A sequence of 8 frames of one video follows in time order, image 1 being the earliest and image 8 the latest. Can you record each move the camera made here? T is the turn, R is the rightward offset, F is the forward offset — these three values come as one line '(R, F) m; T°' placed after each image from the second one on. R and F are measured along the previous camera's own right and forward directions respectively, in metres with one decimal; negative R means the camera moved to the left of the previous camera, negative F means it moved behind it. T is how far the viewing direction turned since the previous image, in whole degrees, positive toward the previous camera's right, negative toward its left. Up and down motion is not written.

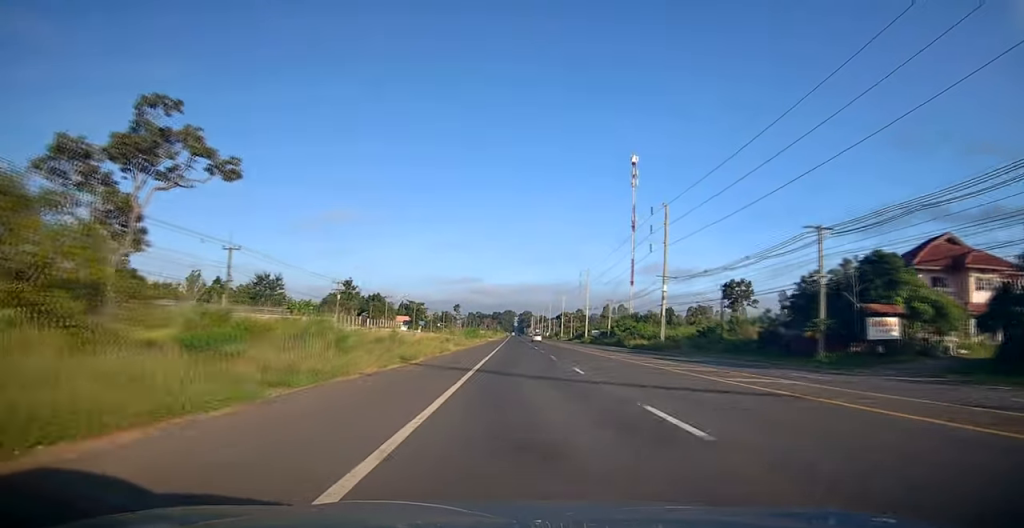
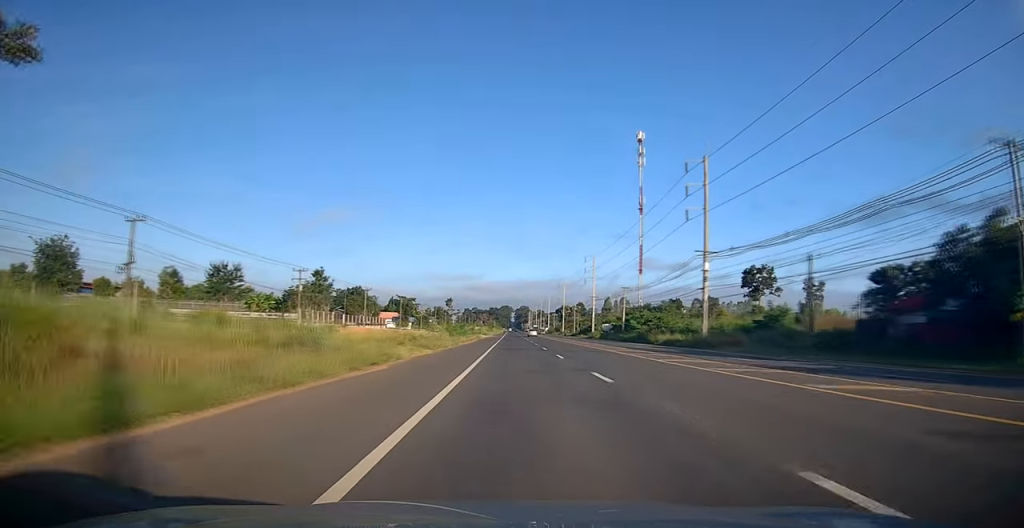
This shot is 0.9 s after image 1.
(-0.5, +17.4) m; 0°
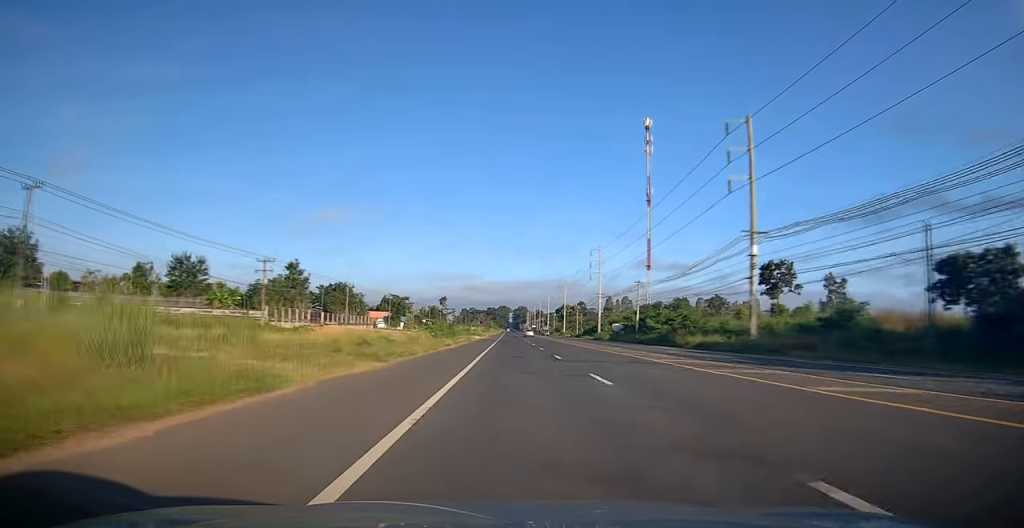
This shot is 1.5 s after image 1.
(+0.1, +12.2) m; 0°
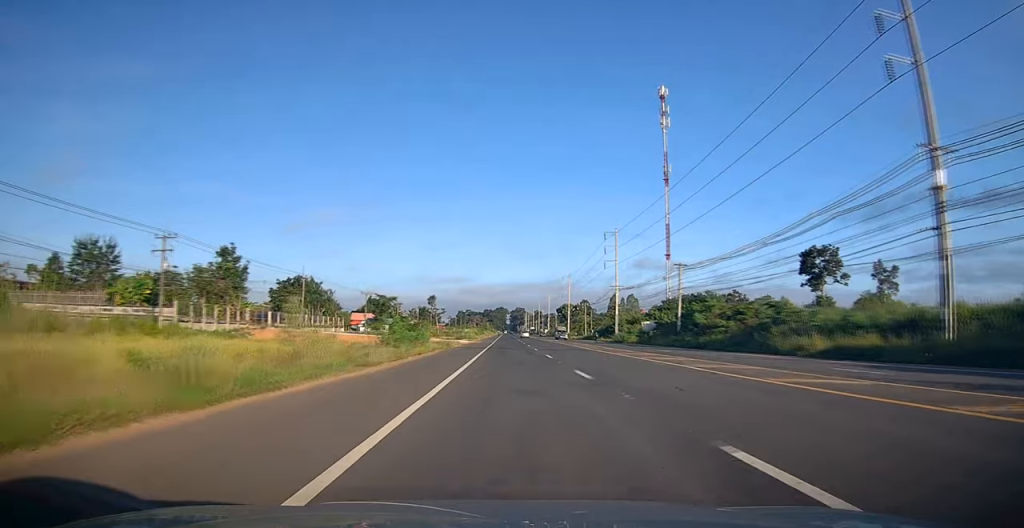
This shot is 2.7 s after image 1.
(0.0, +22.5) m; 0°
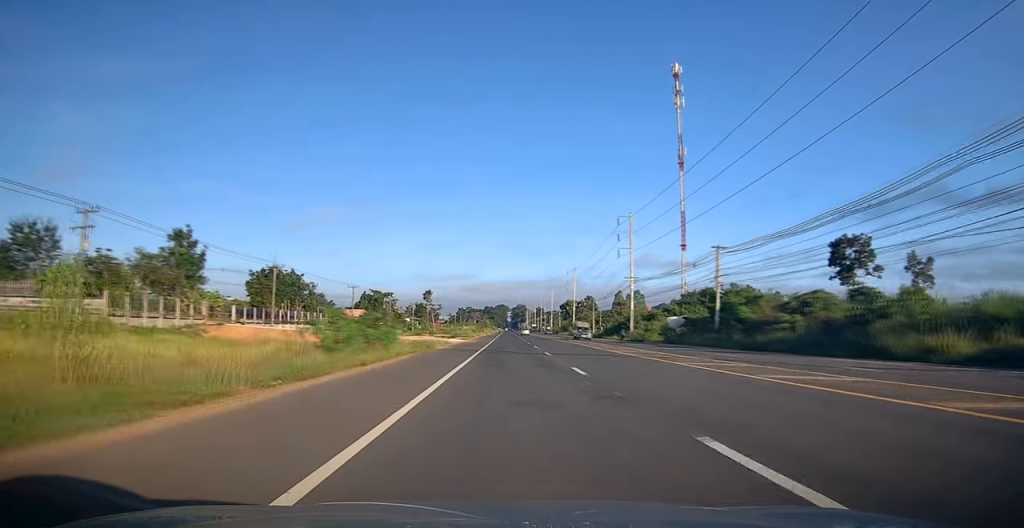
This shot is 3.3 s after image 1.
(-0.2, +11.6) m; 0°
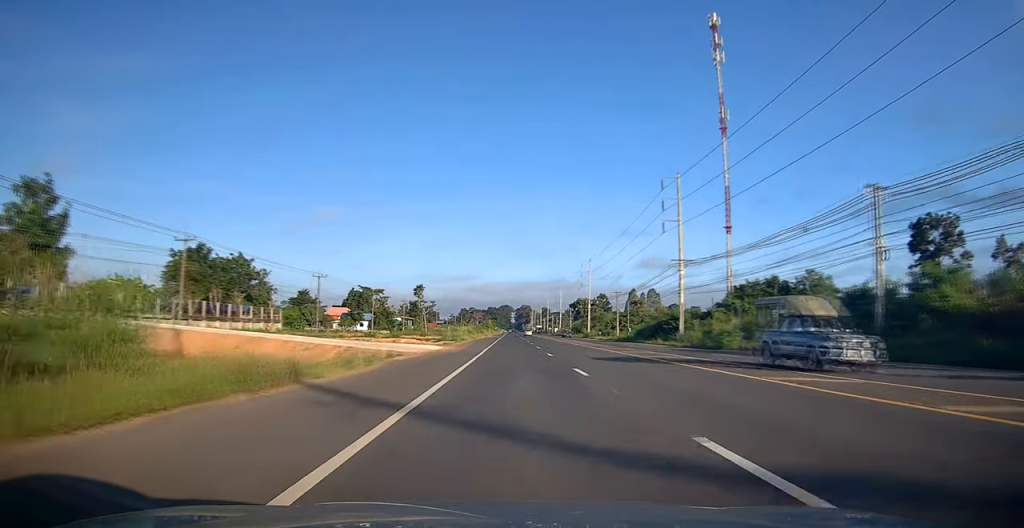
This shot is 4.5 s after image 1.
(+0.4, +23.9) m; 0°
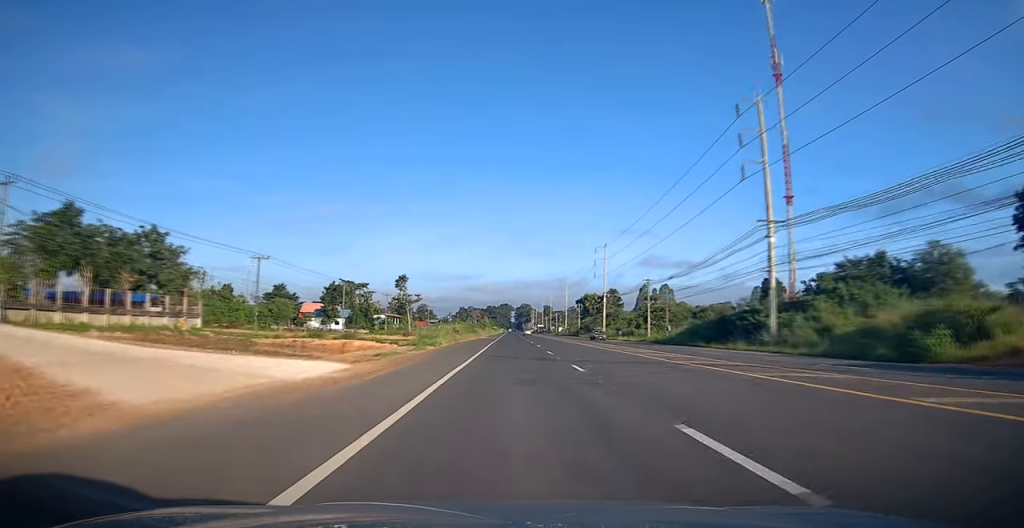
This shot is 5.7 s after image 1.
(0.0, +23.3) m; 0°
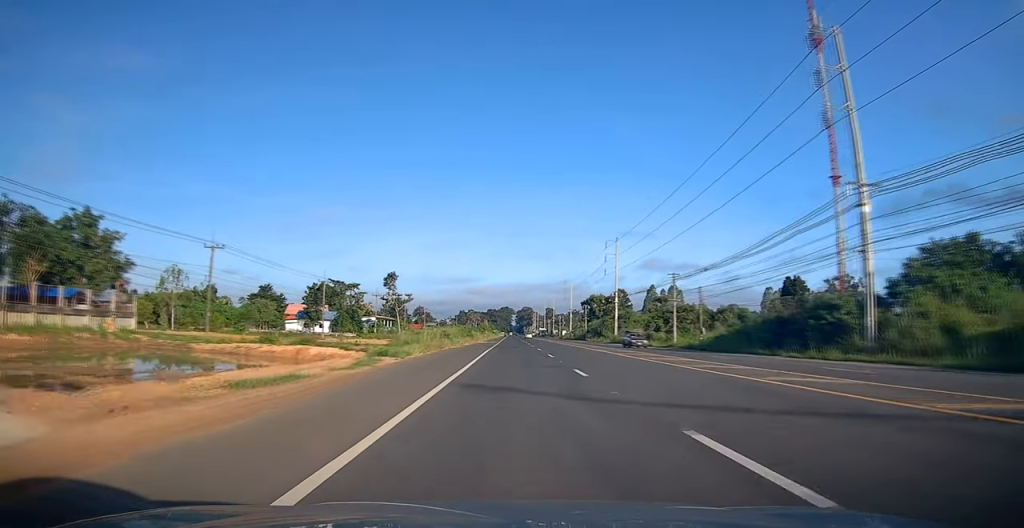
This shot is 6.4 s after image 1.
(+0.1, +12.3) m; -1°
